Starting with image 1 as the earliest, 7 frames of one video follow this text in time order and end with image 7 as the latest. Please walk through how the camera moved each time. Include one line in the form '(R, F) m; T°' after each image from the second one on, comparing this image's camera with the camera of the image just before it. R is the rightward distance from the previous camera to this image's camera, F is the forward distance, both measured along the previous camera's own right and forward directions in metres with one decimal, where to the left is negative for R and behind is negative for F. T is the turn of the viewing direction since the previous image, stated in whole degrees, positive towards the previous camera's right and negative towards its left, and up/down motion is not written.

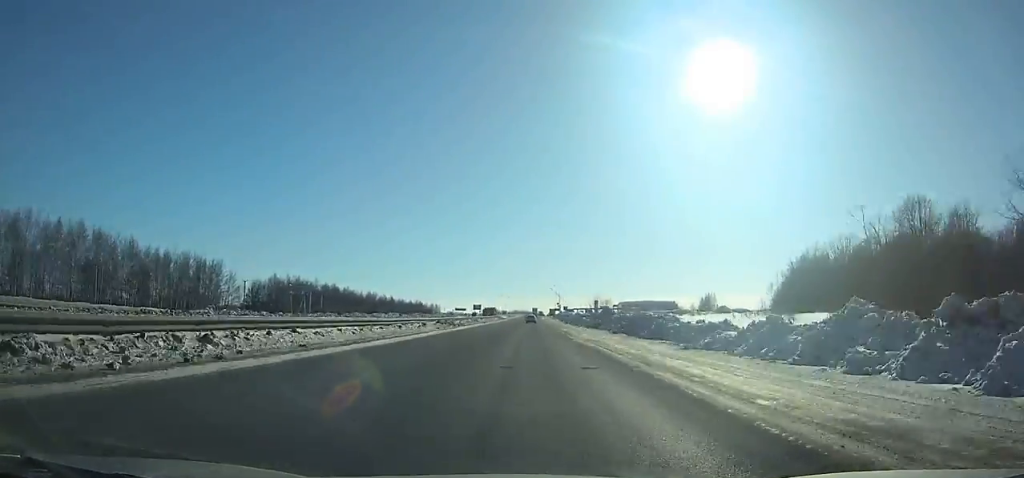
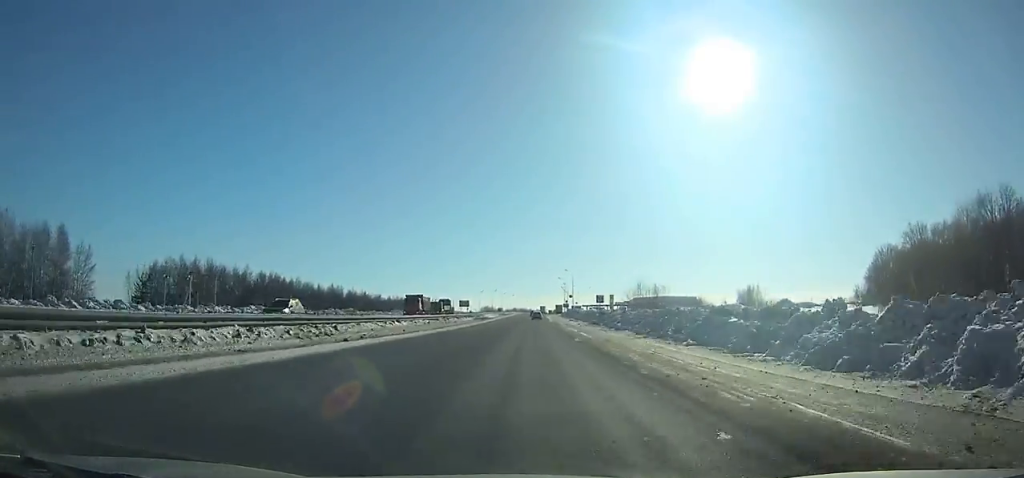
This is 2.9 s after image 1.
(0.0, +64.9) m; 0°
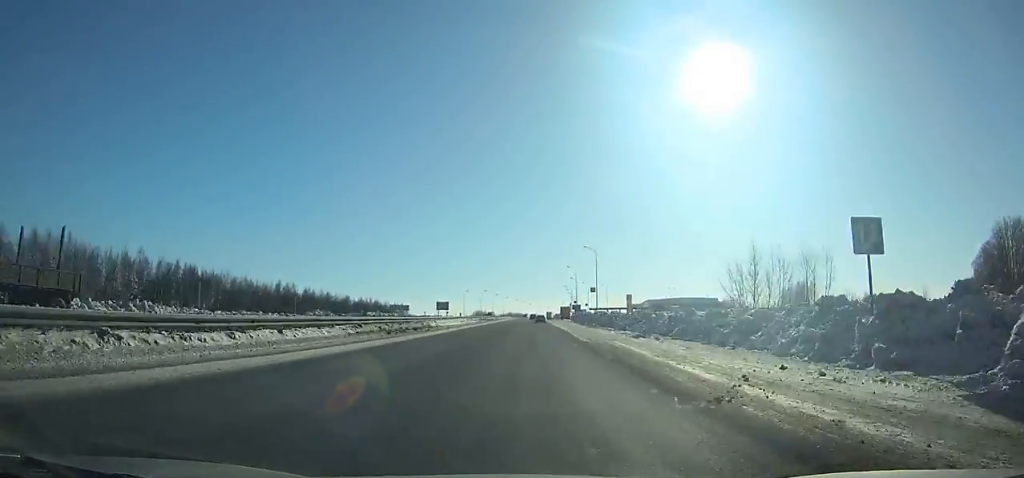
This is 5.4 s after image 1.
(+0.2, +55.9) m; 0°
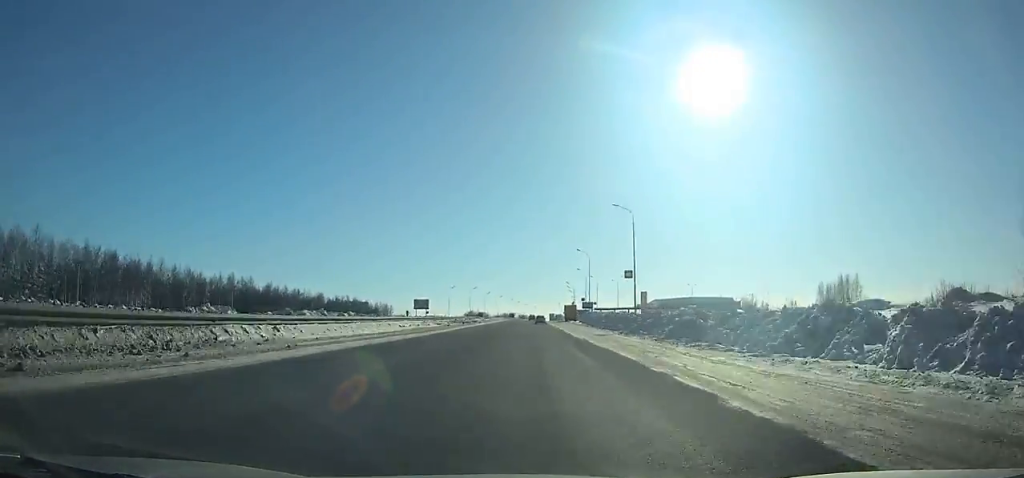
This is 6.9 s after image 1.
(0.0, +33.6) m; 0°
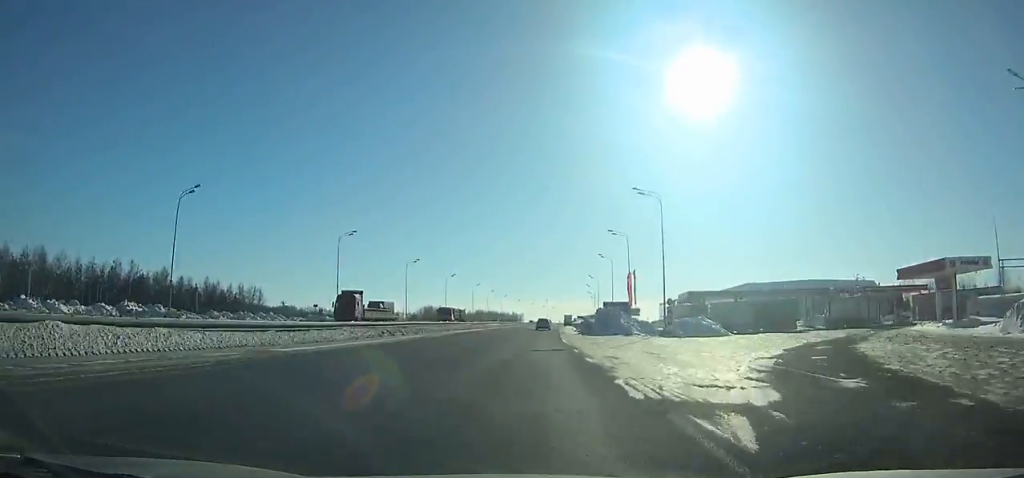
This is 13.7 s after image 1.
(+2.0, +153.0) m; +2°
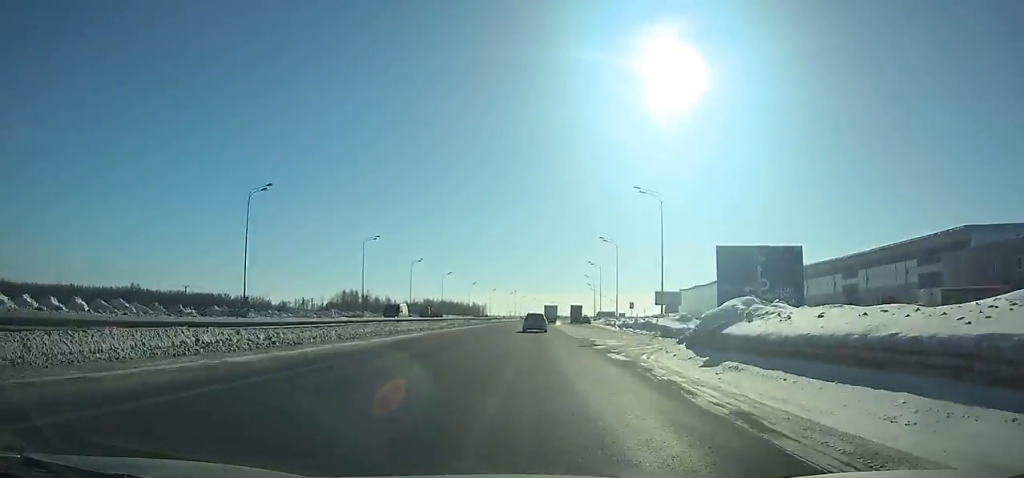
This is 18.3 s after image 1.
(+2.3, +102.1) m; +2°
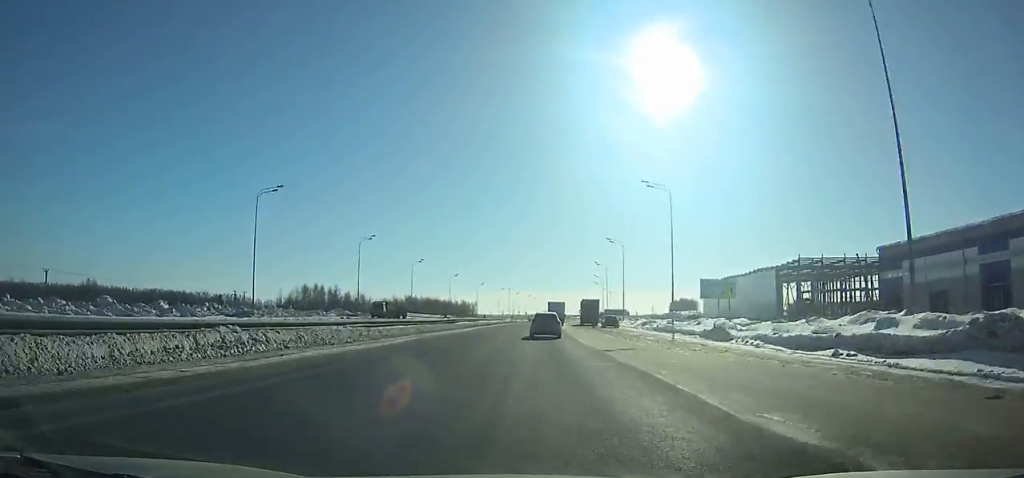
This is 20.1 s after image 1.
(+0.2, +39.3) m; +1°
